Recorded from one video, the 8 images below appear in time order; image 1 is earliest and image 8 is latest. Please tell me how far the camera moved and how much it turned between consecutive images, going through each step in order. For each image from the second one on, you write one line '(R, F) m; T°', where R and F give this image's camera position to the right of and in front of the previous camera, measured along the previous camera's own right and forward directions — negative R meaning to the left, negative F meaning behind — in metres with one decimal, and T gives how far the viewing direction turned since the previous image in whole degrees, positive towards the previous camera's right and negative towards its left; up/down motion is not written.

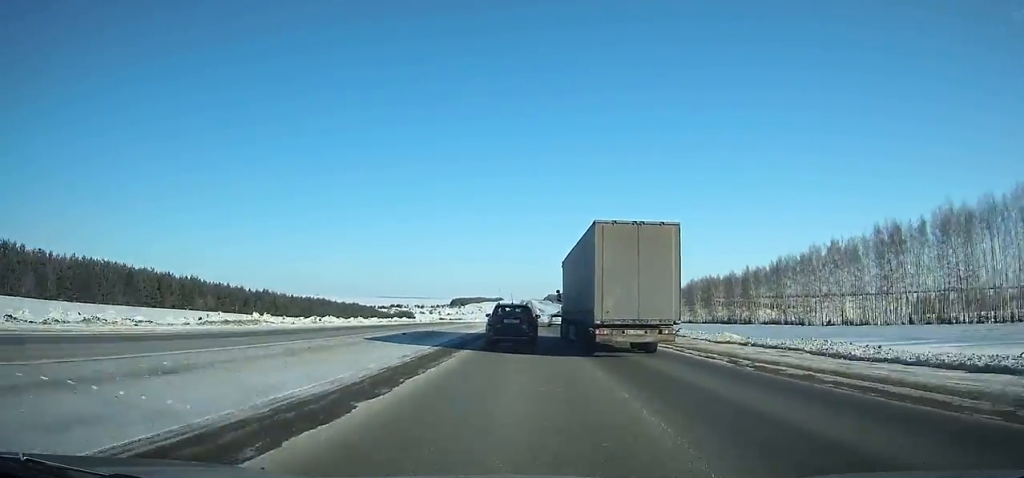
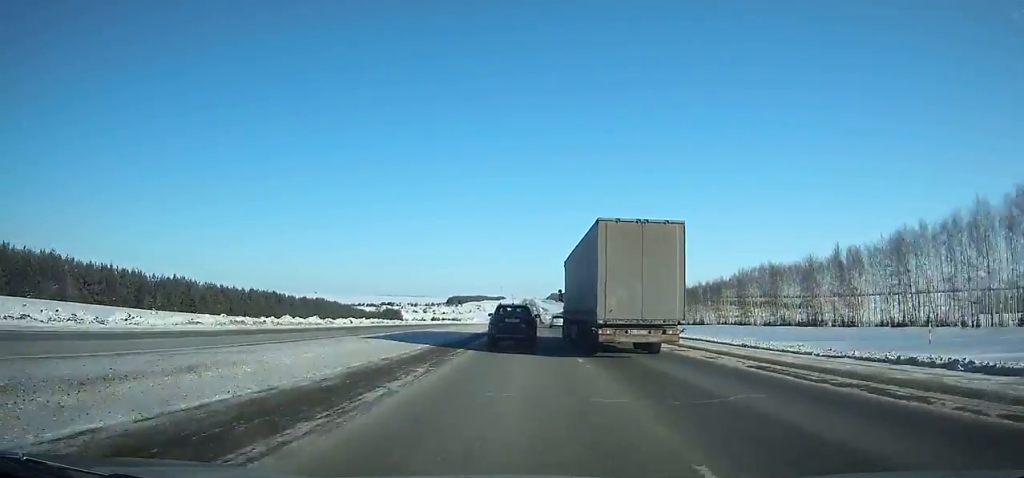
(0.0, +53.2) m; 0°
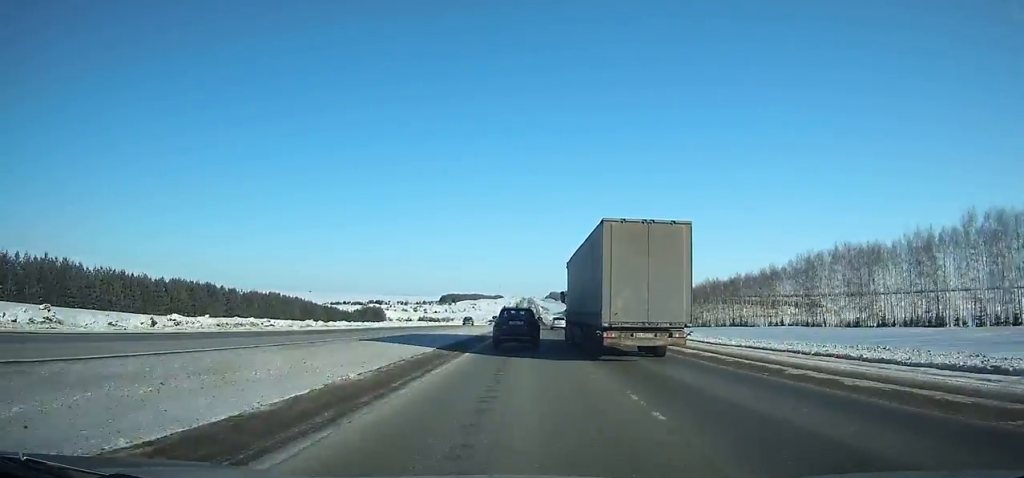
(0.0, +43.1) m; 0°
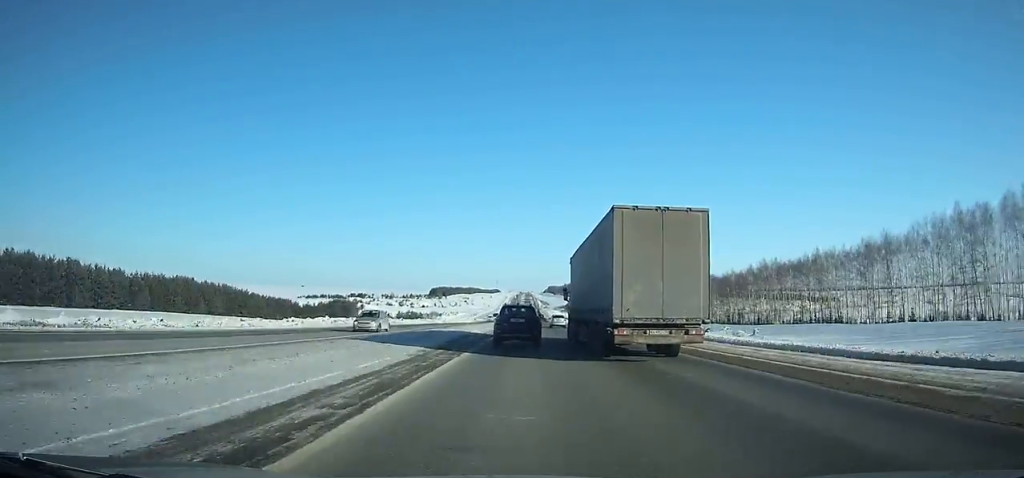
(0.0, +51.9) m; 0°
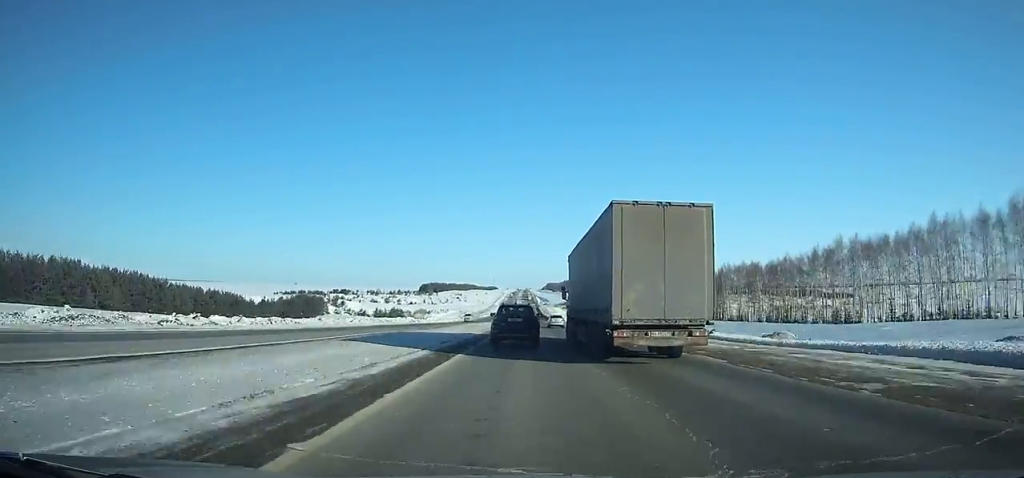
(0.0, +41.9) m; 0°
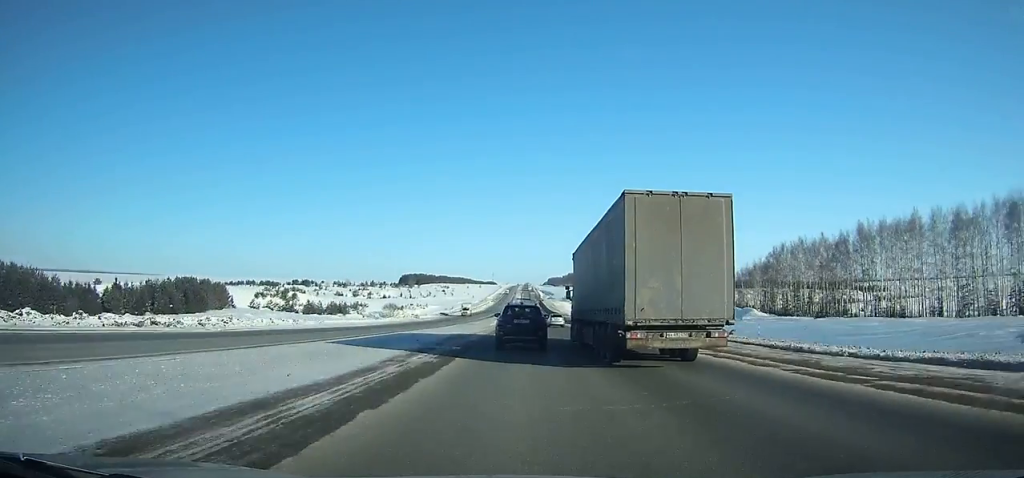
(0.0, +85.8) m; 0°
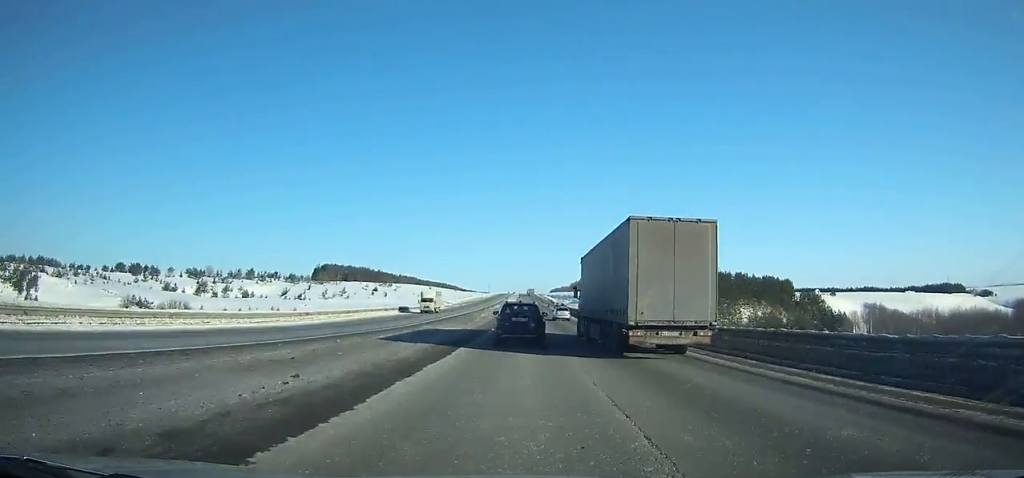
(+0.4, +172.7) m; 0°
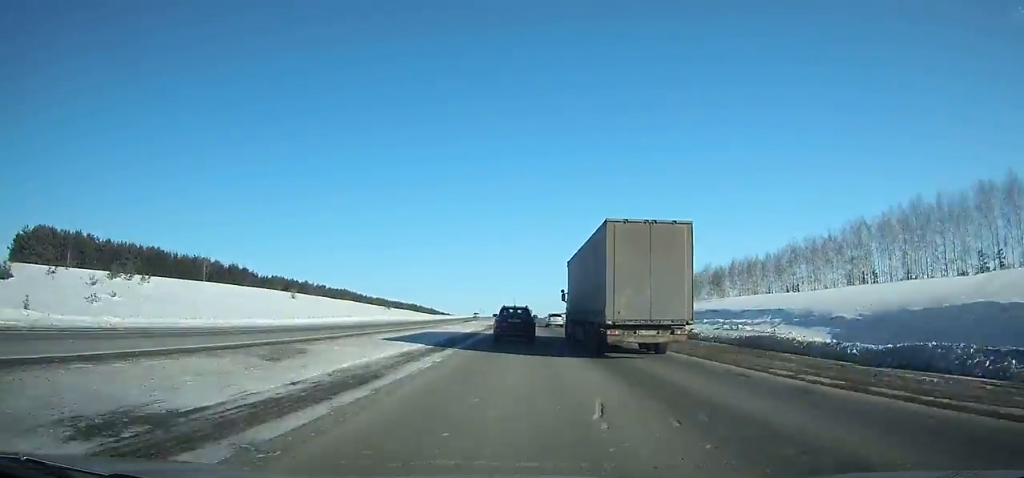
(-0.5, +162.5) m; 0°
